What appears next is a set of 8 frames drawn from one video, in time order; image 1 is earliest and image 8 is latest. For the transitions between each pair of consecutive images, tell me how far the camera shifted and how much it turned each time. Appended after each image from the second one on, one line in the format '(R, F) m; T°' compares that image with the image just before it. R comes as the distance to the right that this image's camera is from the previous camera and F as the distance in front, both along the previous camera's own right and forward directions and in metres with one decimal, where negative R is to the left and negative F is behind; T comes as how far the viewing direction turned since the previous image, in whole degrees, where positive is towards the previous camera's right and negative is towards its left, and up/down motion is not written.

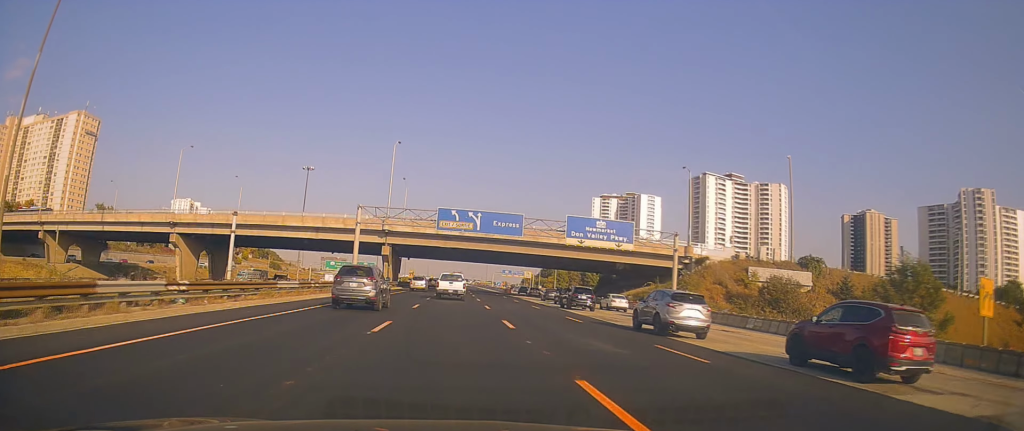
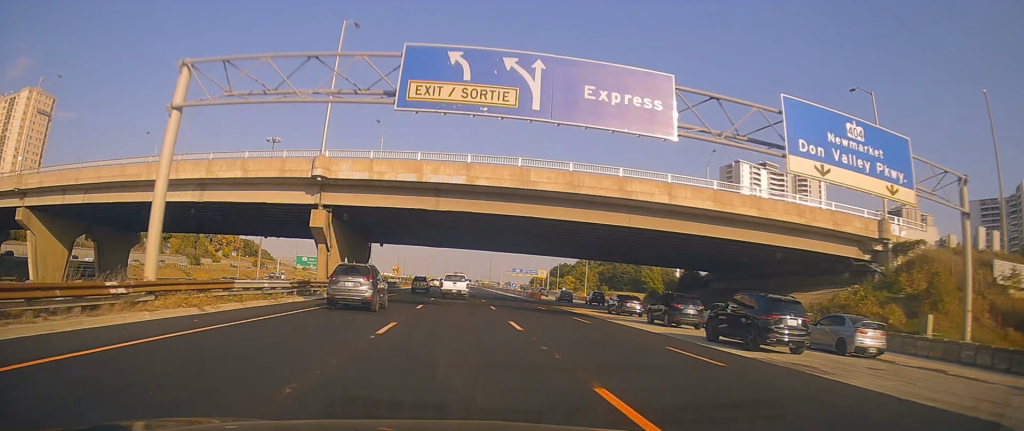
(-0.4, +36.8) m; +1°
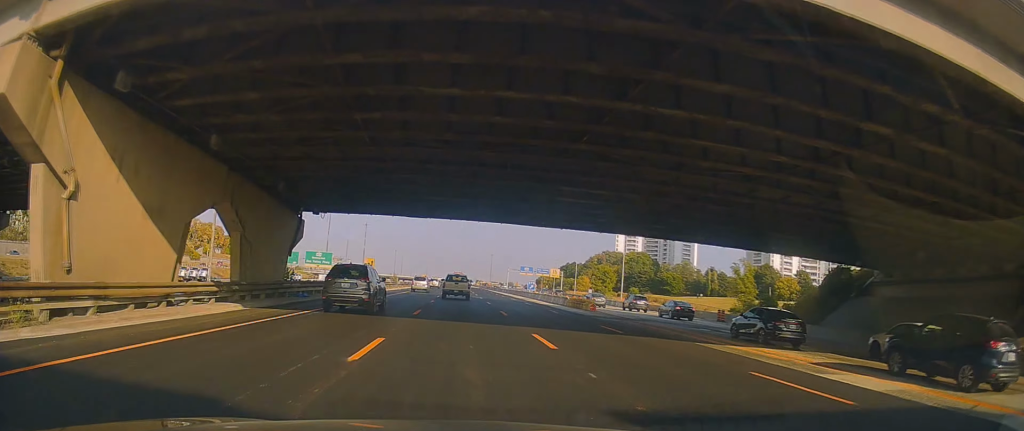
(+0.3, +28.2) m; -1°
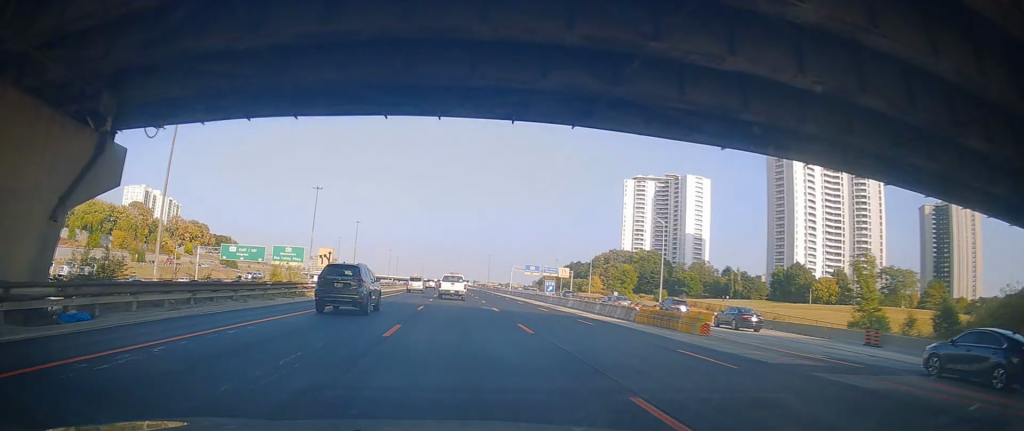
(-0.4, +20.3) m; 0°
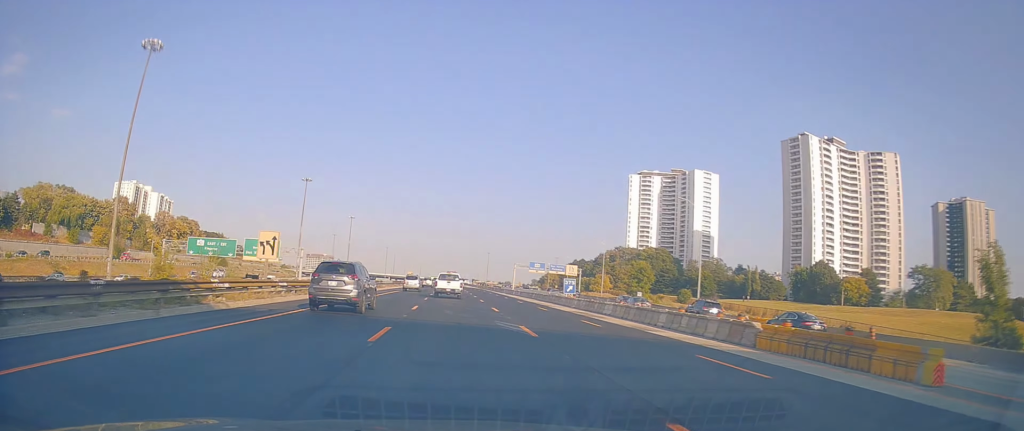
(+0.1, +13.2) m; +2°
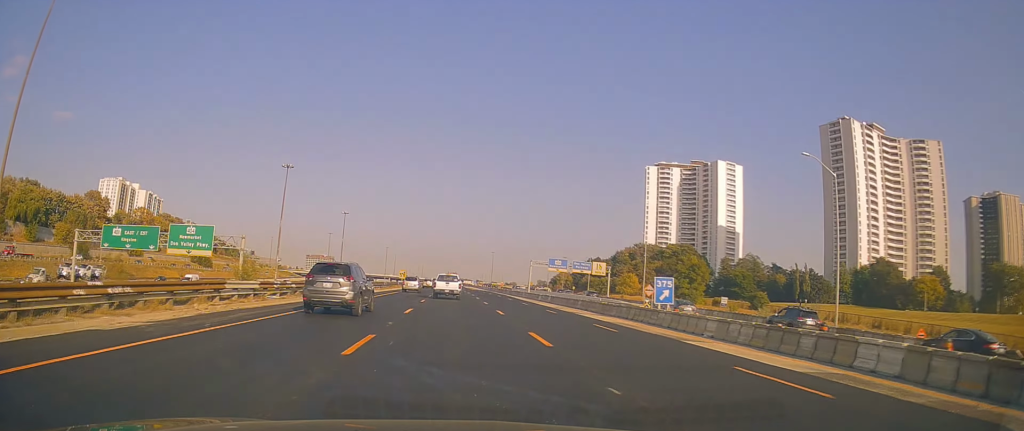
(+0.6, +25.8) m; 0°
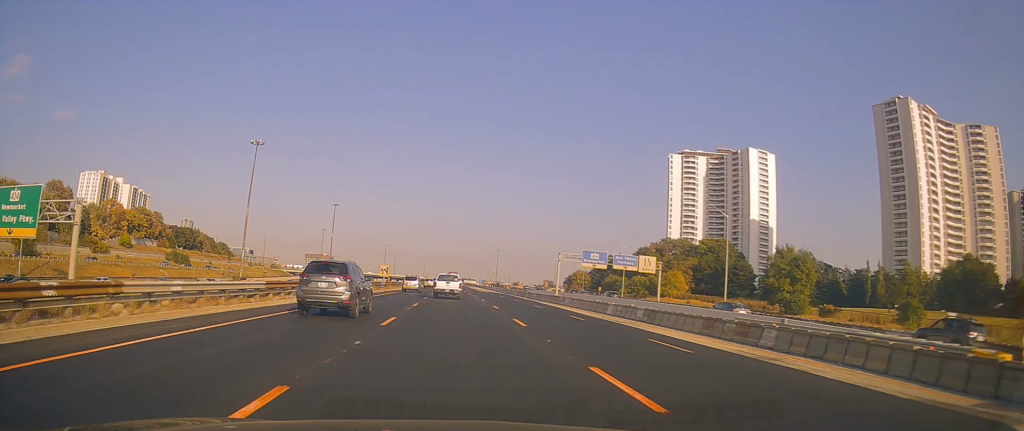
(-0.7, +30.2) m; -1°
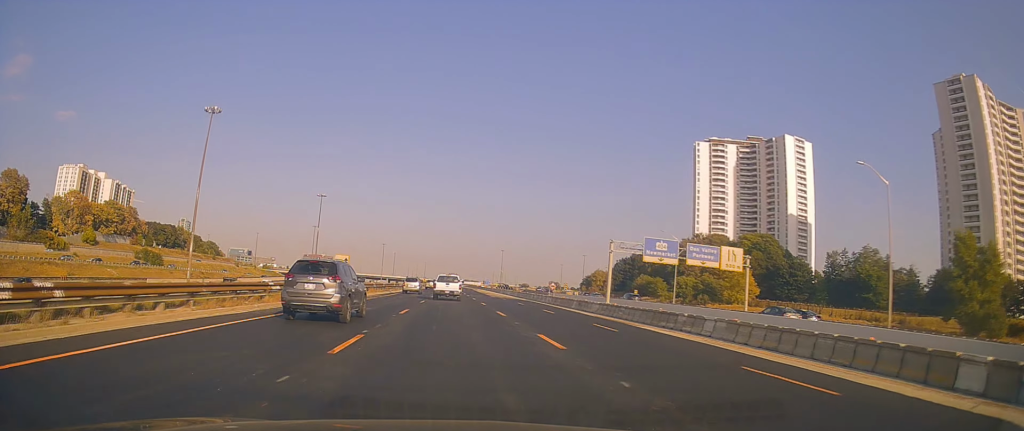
(0.0, +30.0) m; -1°
